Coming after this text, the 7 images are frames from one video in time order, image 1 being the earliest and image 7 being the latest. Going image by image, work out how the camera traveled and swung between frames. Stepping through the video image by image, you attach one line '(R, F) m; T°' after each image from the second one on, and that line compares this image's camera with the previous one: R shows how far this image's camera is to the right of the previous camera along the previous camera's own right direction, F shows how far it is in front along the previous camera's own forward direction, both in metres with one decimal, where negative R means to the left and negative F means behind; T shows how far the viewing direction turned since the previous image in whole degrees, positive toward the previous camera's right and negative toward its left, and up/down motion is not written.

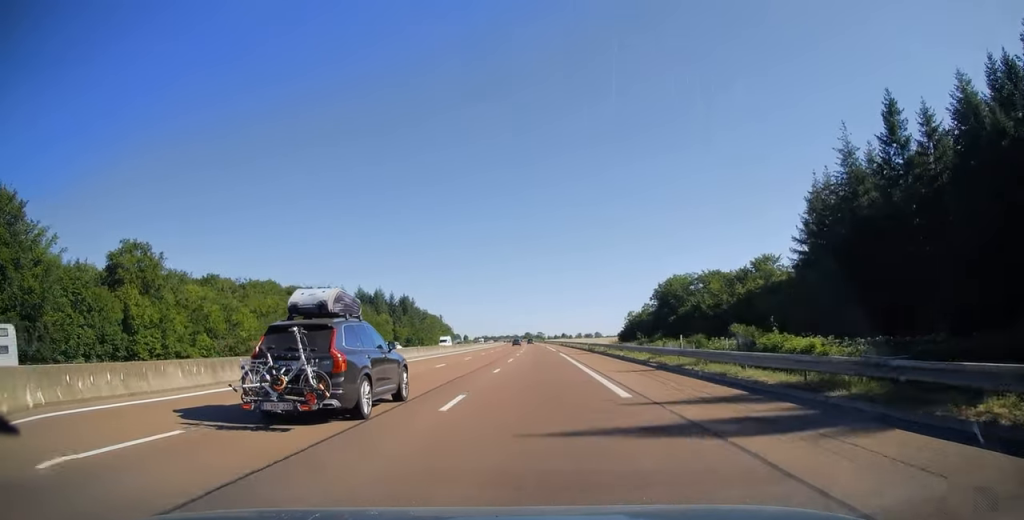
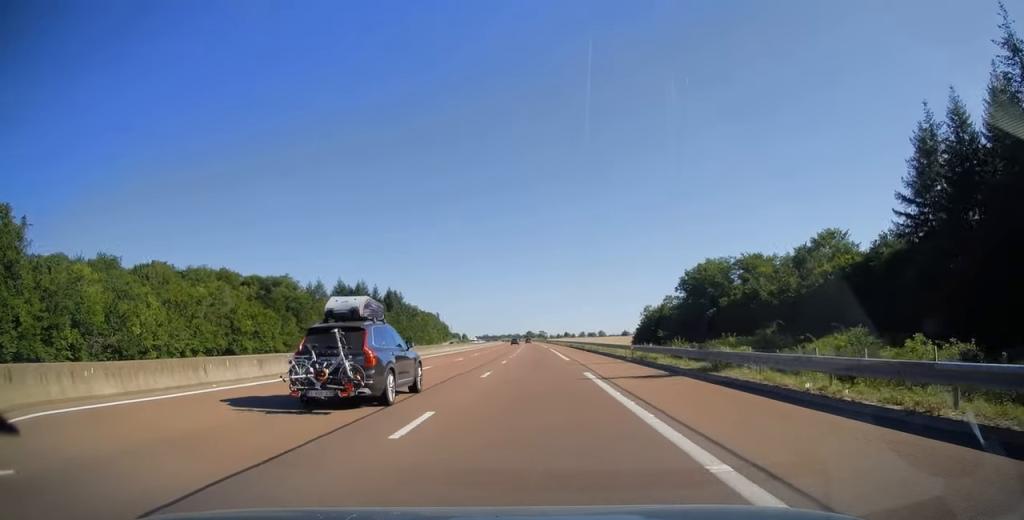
(-0.1, +29.5) m; 0°
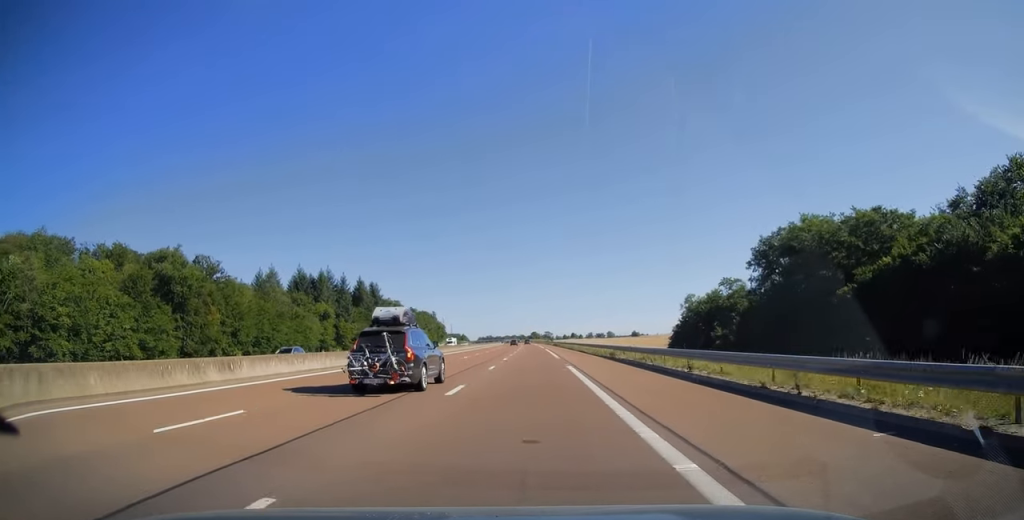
(-0.1, +45.7) m; 0°
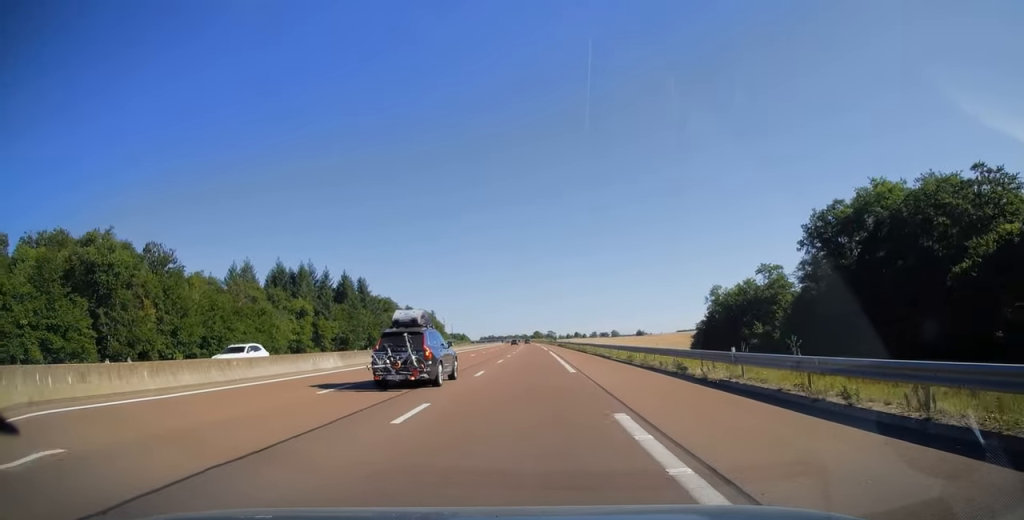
(-0.1, +18.3) m; 0°
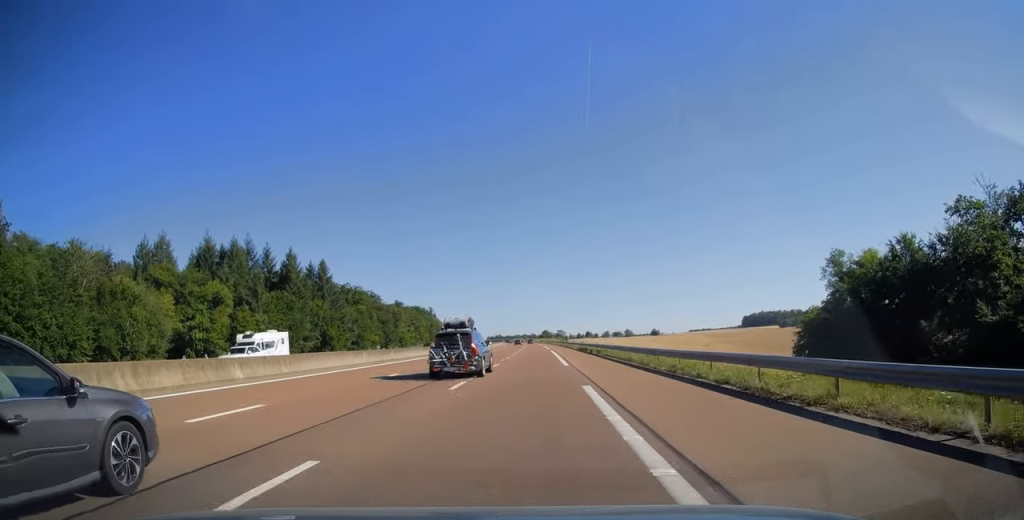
(-0.3, +45.6) m; -1°
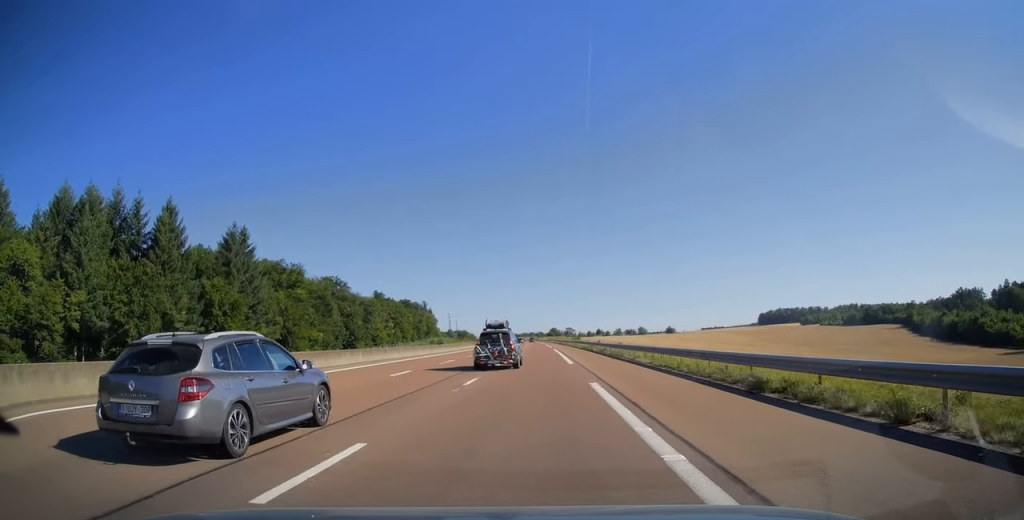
(-0.5, +50.9) m; -1°
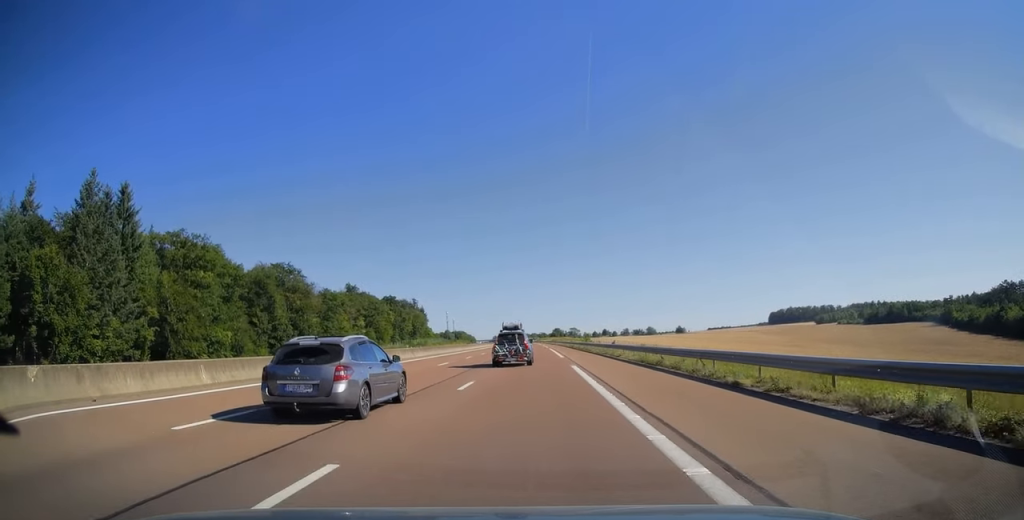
(-0.1, +40.5) m; 0°
